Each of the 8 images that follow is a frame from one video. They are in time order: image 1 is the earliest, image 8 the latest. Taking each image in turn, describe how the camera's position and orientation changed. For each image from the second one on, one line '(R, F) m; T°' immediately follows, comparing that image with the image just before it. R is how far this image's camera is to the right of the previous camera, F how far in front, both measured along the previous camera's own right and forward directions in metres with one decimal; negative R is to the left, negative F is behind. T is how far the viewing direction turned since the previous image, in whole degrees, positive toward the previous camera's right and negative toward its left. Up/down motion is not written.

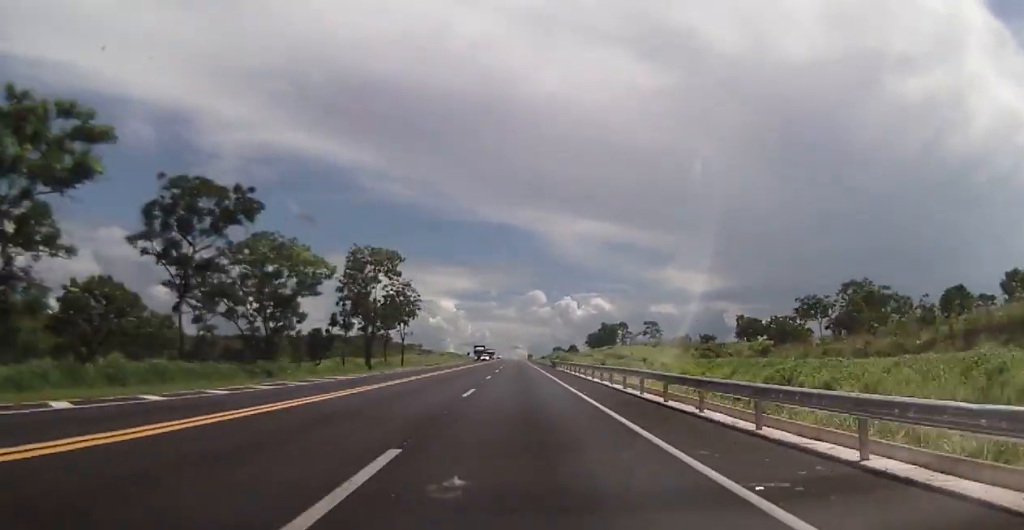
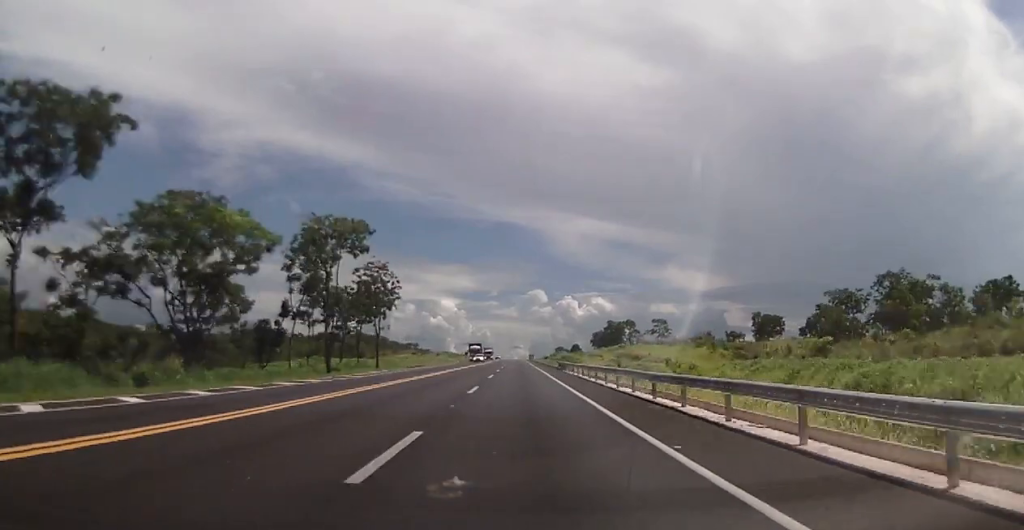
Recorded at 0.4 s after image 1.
(-0.1, +14.3) m; 0°
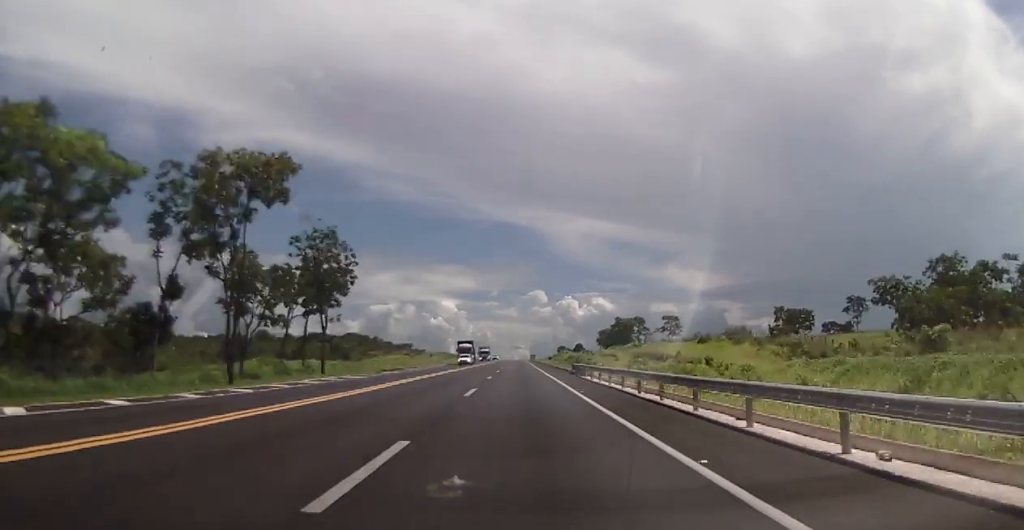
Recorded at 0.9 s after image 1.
(0.0, +17.8) m; 0°
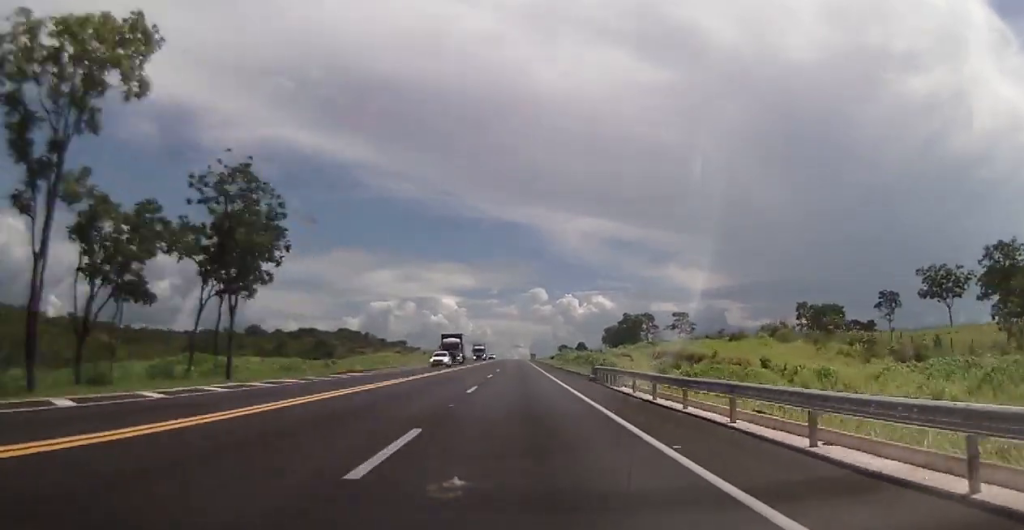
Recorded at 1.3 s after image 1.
(+0.1, +15.3) m; 0°
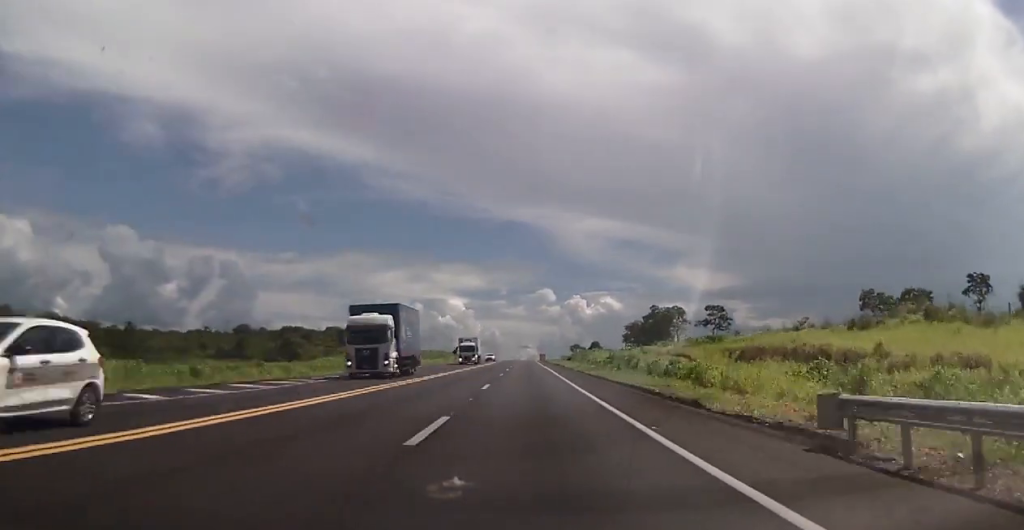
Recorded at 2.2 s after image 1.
(+0.2, +30.4) m; 0°
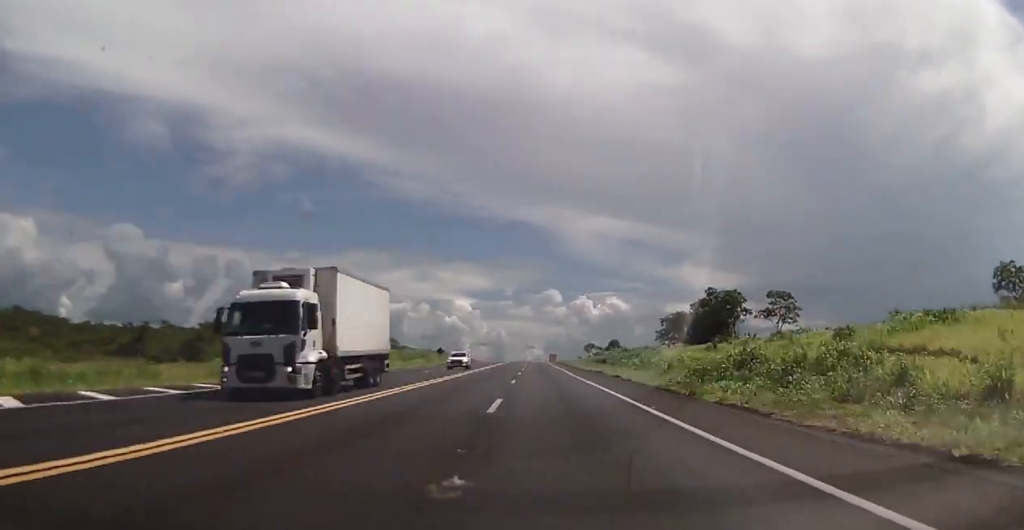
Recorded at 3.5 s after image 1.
(-0.4, +43.8) m; -2°
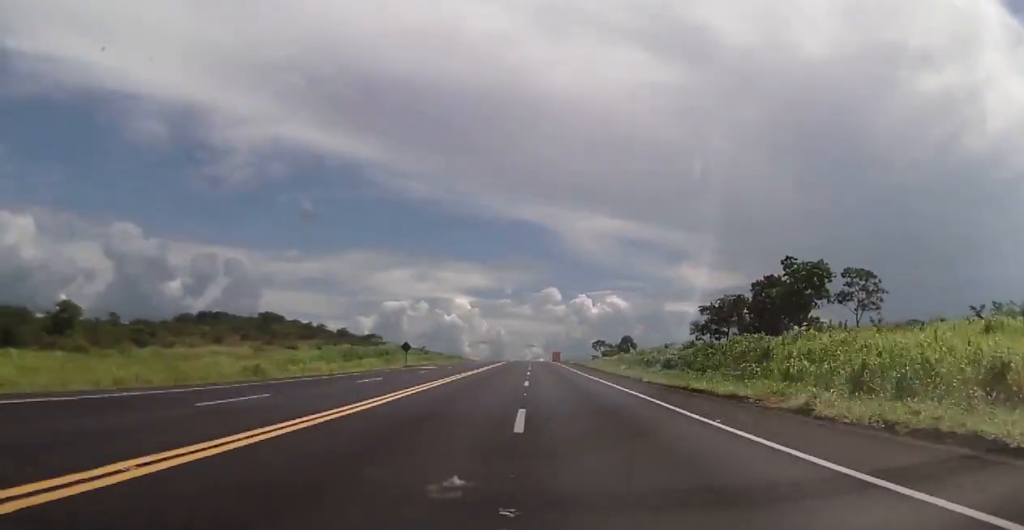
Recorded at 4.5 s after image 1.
(-0.4, +36.2) m; 0°
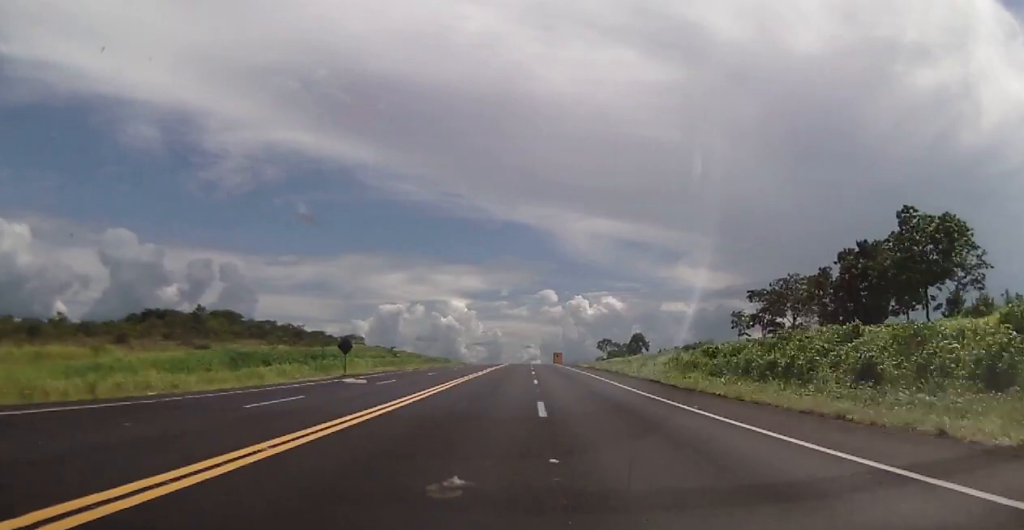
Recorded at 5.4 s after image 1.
(+0.3, +29.2) m; 0°
